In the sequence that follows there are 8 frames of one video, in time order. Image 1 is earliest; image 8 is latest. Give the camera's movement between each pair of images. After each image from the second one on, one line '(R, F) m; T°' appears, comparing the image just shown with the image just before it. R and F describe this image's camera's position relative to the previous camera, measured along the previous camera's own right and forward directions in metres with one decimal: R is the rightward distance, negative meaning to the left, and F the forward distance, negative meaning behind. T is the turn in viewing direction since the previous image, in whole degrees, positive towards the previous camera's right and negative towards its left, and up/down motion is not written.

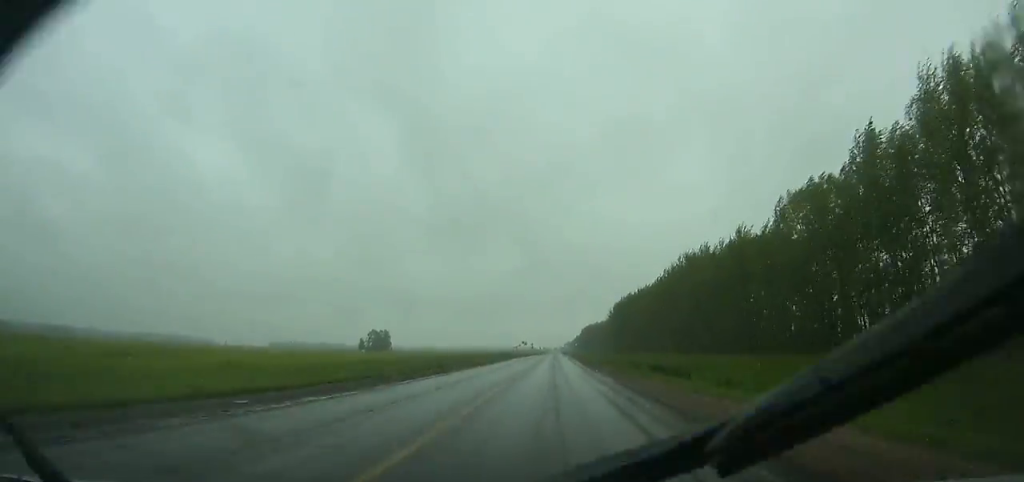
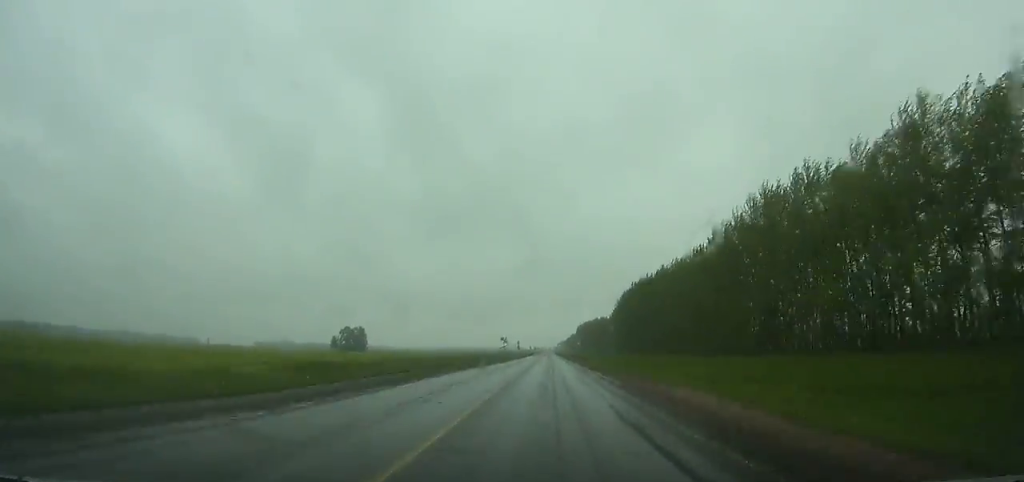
(+0.1, +49.3) m; 0°
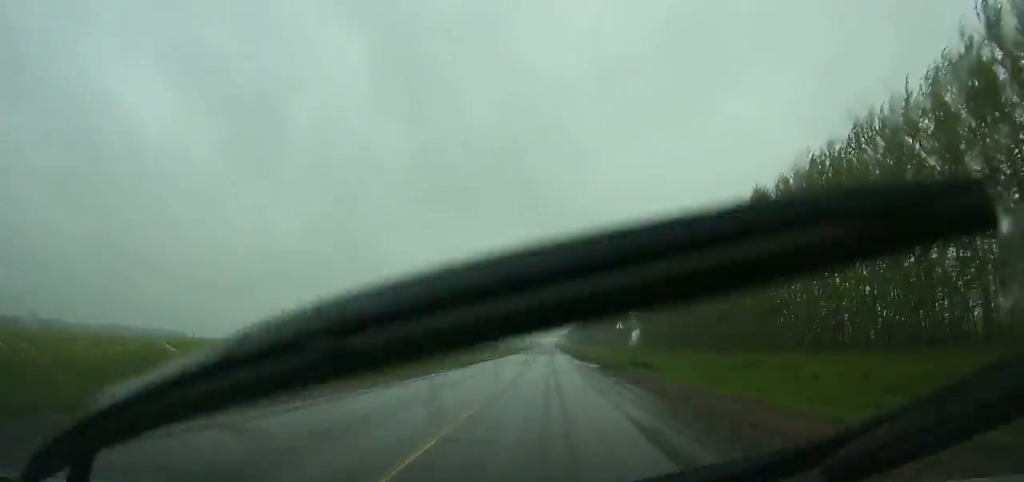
(-0.1, +67.2) m; 0°
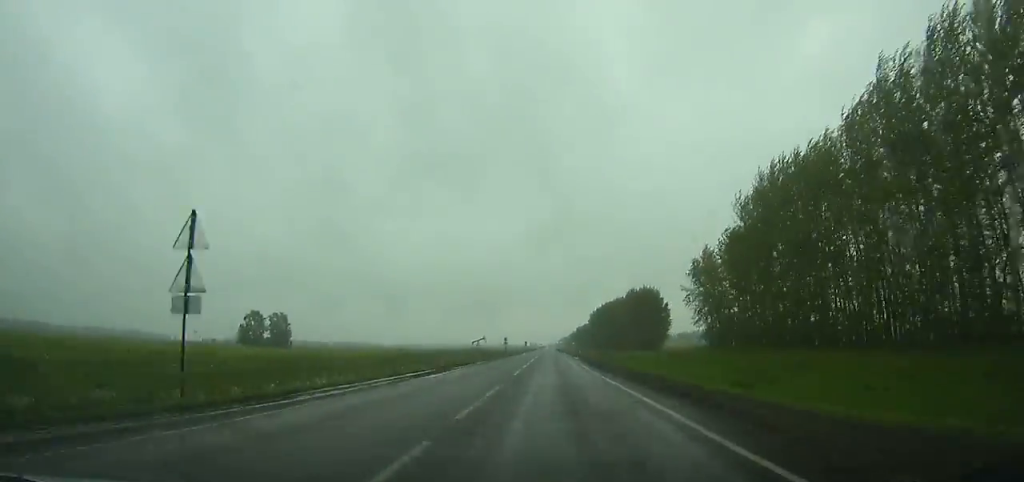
(0.0, +80.0) m; 0°
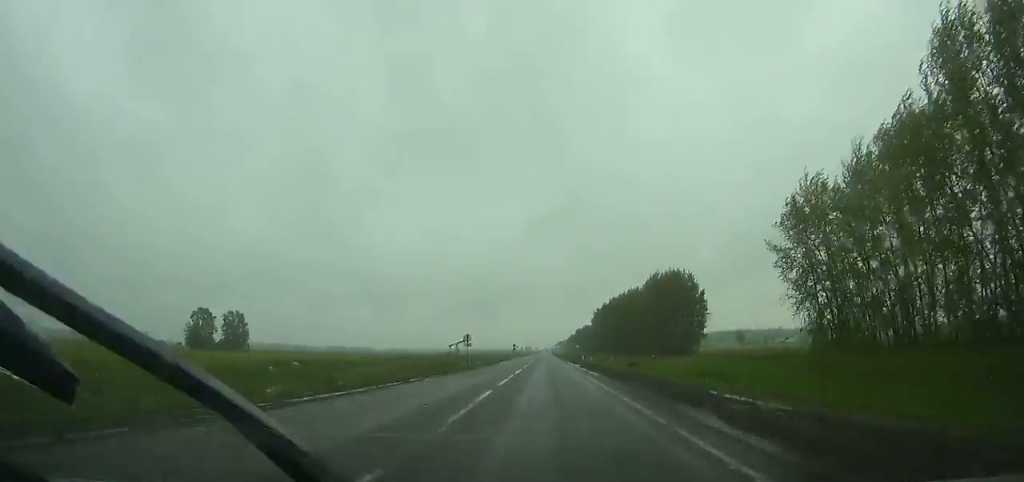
(+0.1, +48.7) m; 0°
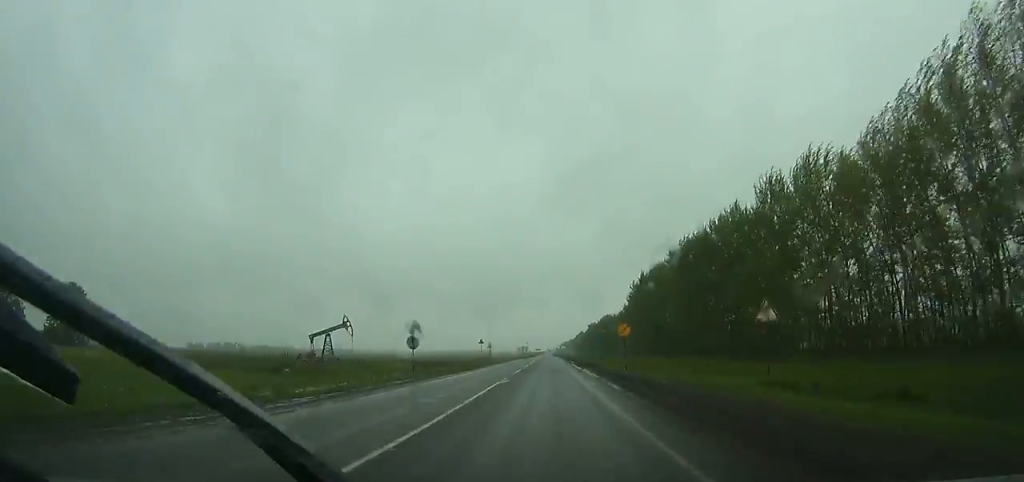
(+0.2, +123.7) m; 0°
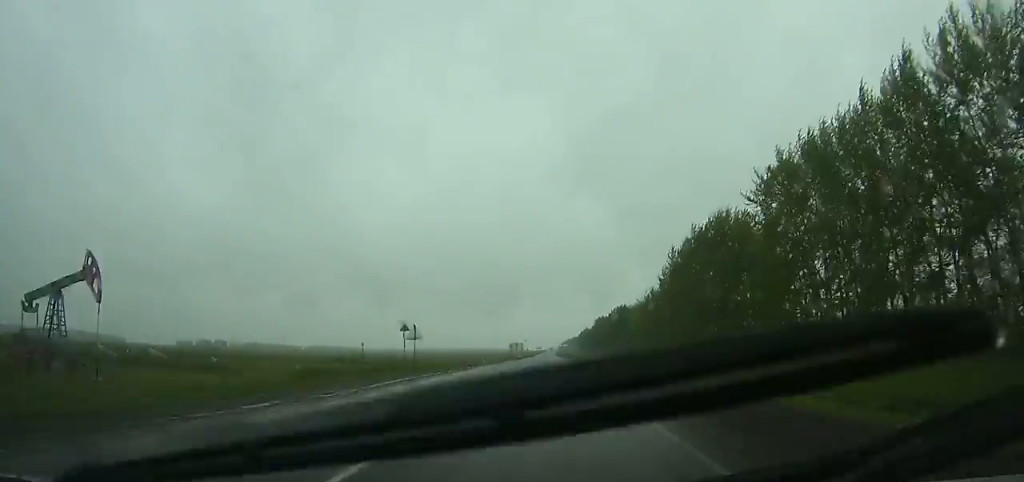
(0.0, +51.5) m; 0°
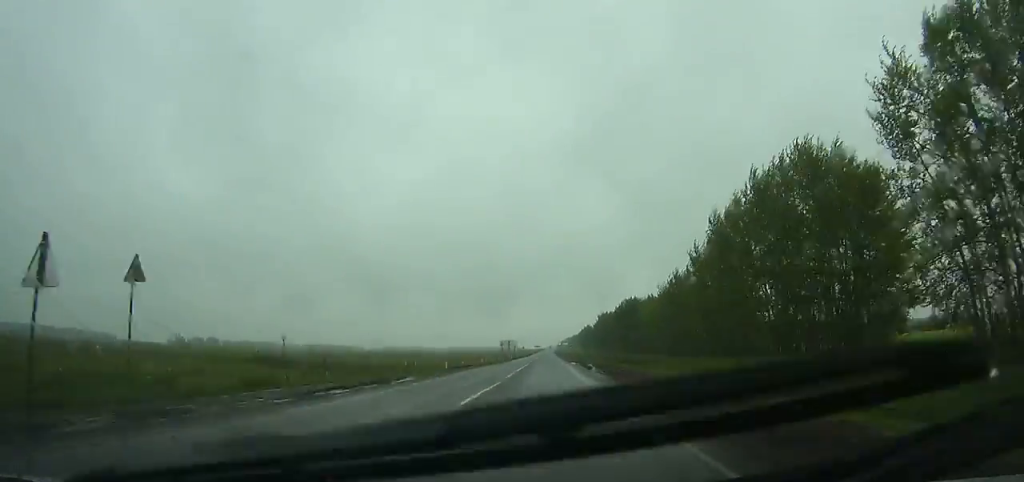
(0.0, +30.5) m; 0°
